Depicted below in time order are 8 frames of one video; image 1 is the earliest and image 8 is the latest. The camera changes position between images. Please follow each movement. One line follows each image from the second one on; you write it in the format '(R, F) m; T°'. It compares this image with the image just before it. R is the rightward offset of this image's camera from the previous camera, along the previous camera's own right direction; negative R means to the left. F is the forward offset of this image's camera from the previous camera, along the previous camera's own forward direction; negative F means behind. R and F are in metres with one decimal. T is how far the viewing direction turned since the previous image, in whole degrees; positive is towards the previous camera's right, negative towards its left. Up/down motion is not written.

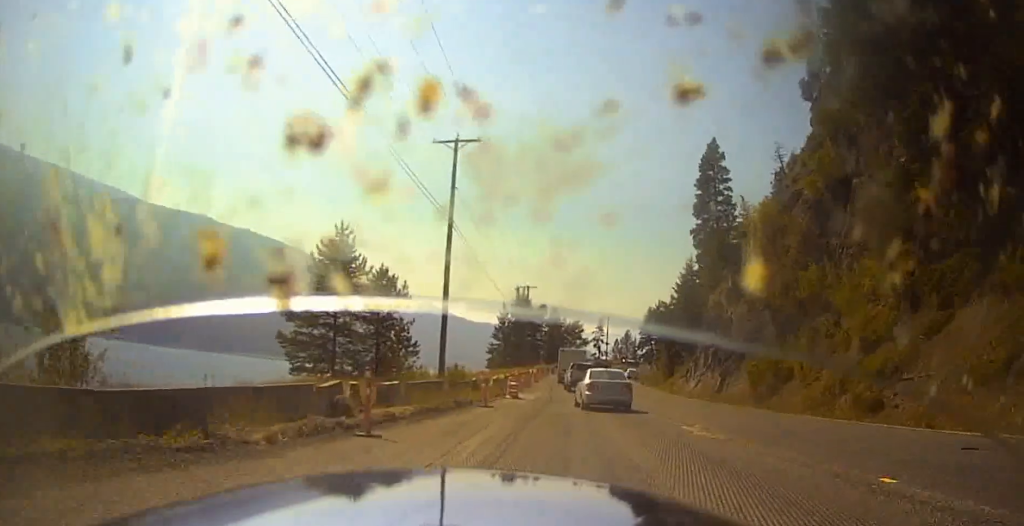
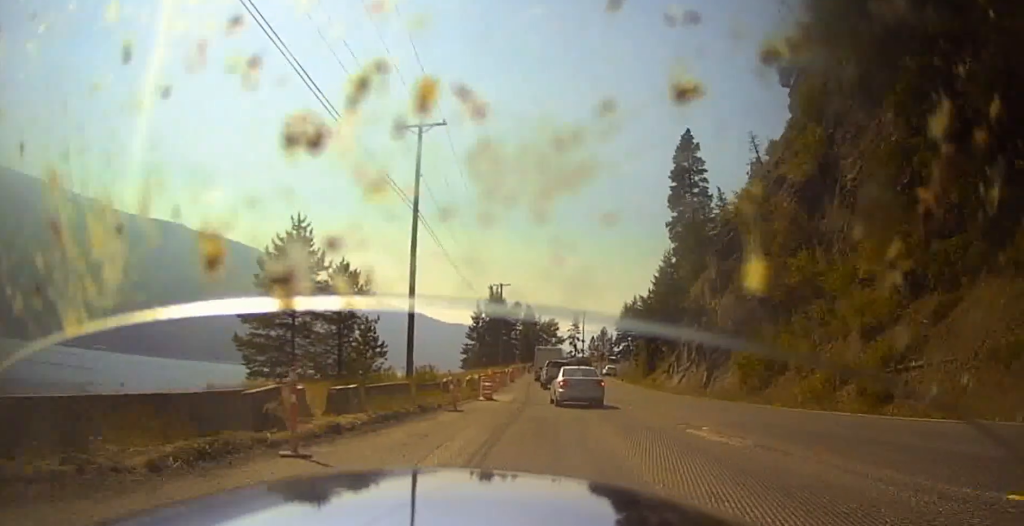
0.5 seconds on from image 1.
(+0.3, +2.8) m; +3°
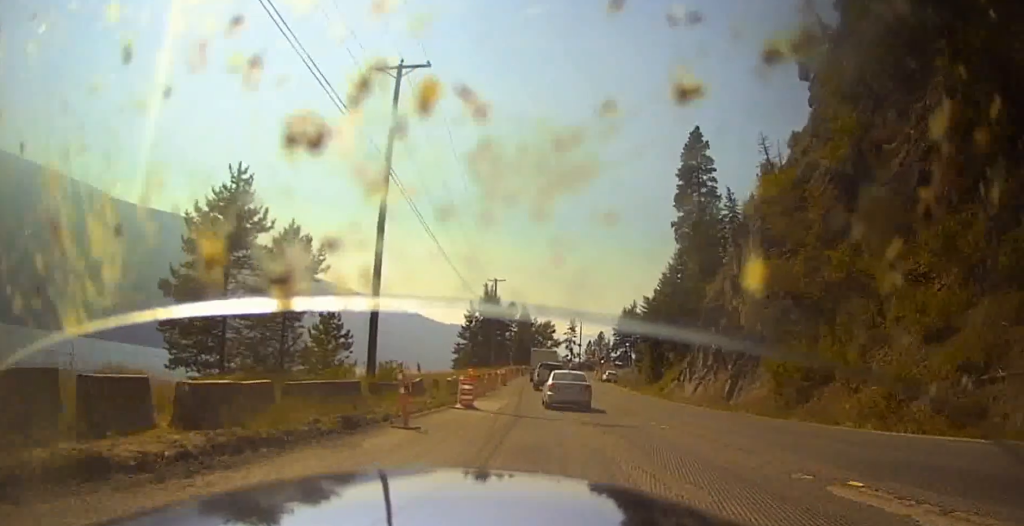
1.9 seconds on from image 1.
(+0.2, +6.8) m; +1°
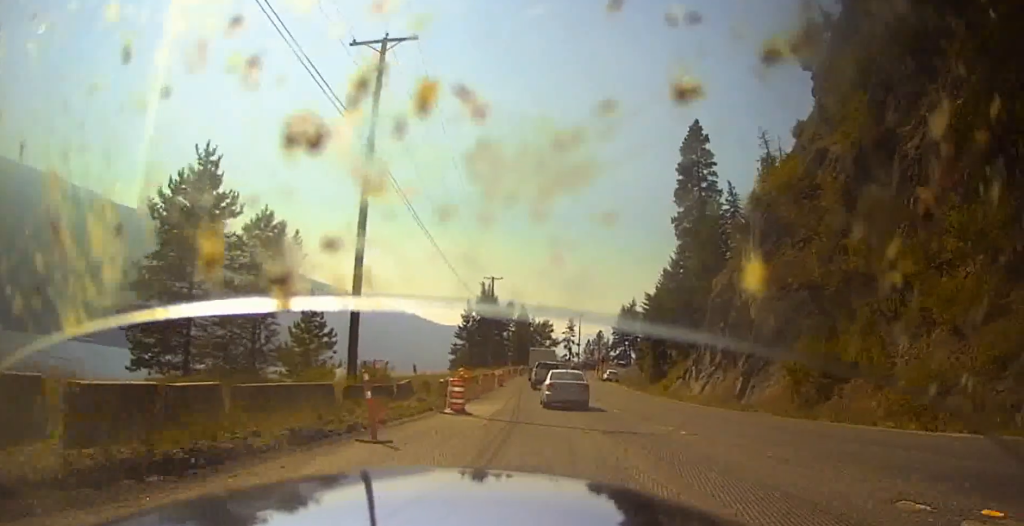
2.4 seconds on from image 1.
(0.0, +2.4) m; 0°
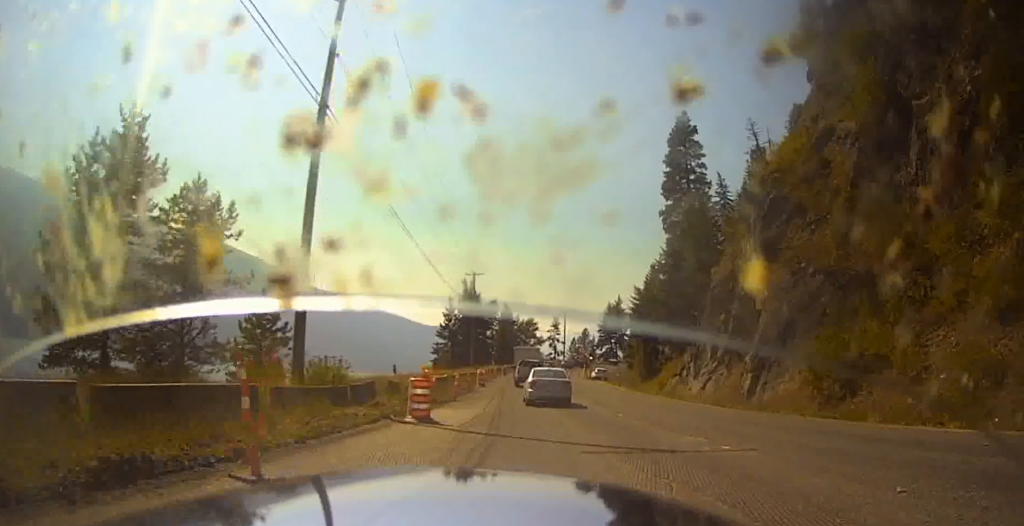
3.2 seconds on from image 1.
(0.0, +3.9) m; 0°
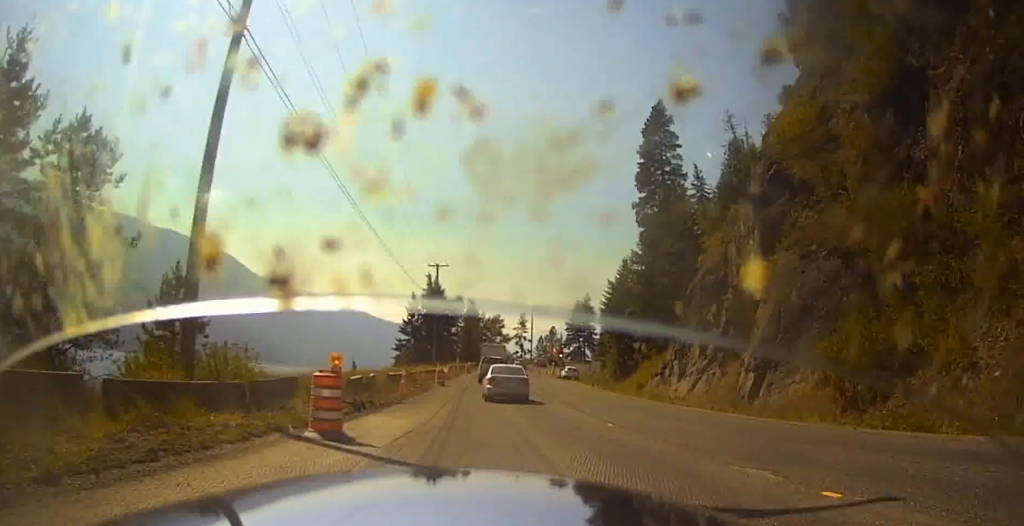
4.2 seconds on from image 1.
(0.0, +4.8) m; -1°
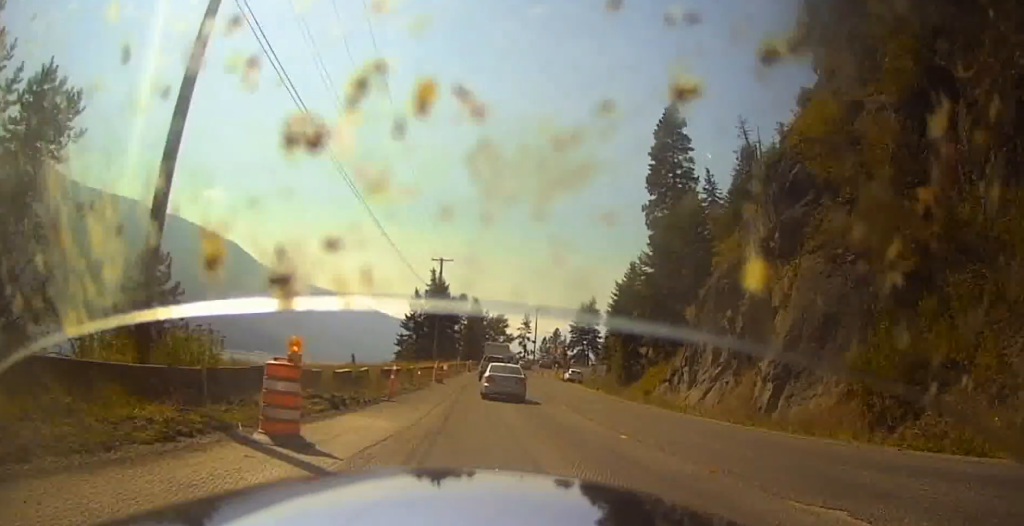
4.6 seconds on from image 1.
(0.0, +2.0) m; -1°
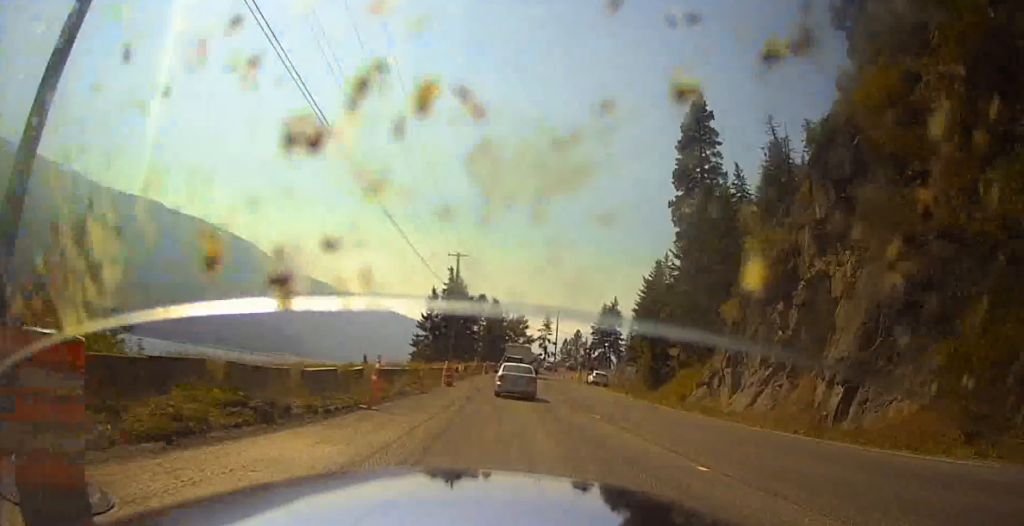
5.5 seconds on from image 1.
(-0.1, +4.5) m; 0°
